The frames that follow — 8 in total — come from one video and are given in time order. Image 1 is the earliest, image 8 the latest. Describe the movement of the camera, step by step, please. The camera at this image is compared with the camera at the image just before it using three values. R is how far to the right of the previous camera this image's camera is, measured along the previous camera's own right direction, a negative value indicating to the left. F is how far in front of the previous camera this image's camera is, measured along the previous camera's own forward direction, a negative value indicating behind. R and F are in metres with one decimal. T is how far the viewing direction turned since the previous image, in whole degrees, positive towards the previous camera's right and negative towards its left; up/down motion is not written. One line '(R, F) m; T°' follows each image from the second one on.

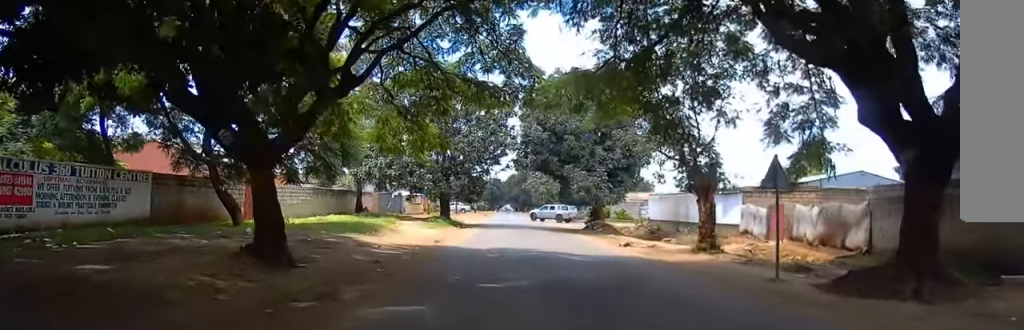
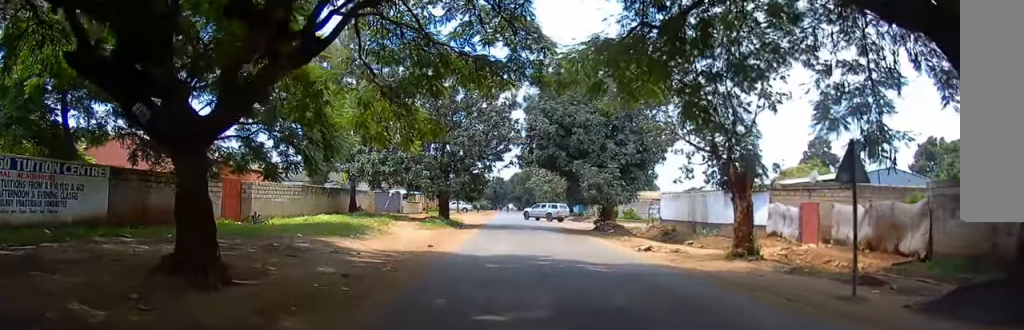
(0.0, +3.2) m; 0°
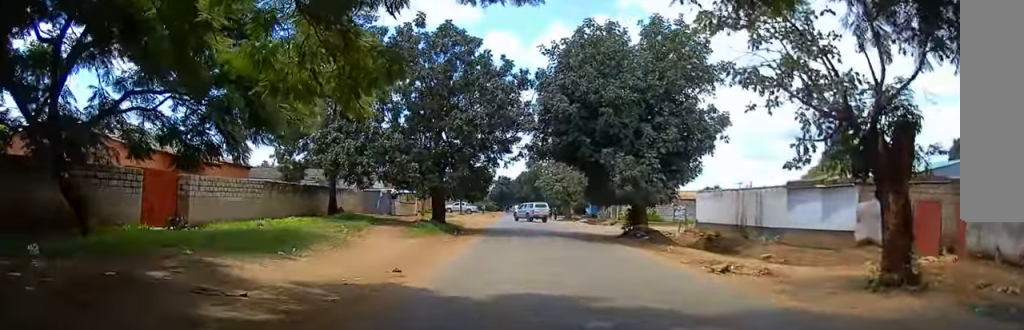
(+0.2, +7.9) m; +1°
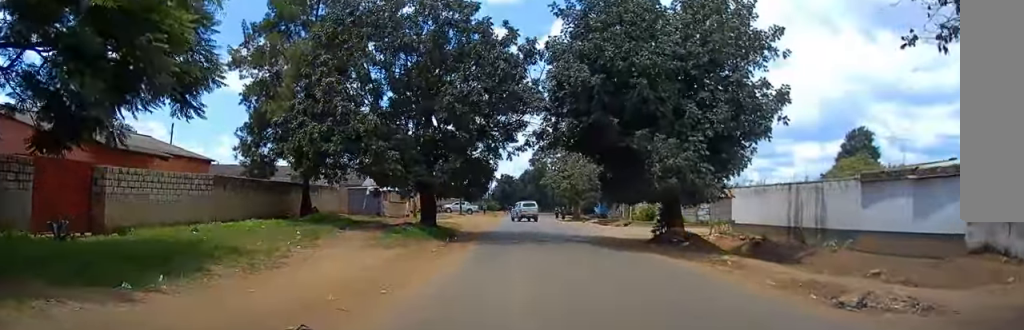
(-0.1, +6.4) m; 0°
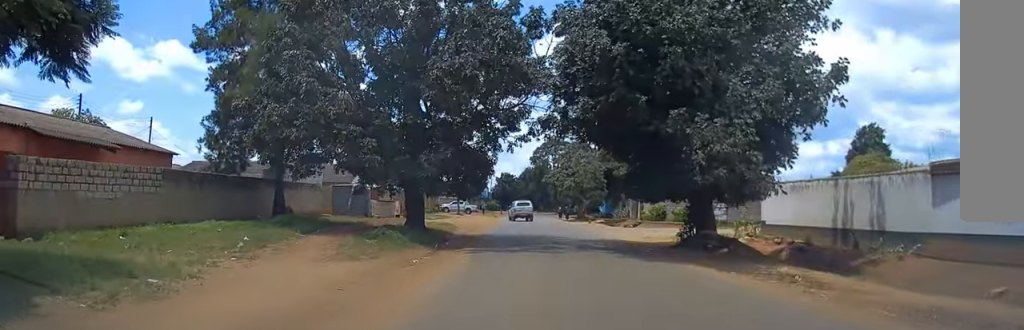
(+0.1, +4.5) m; +1°
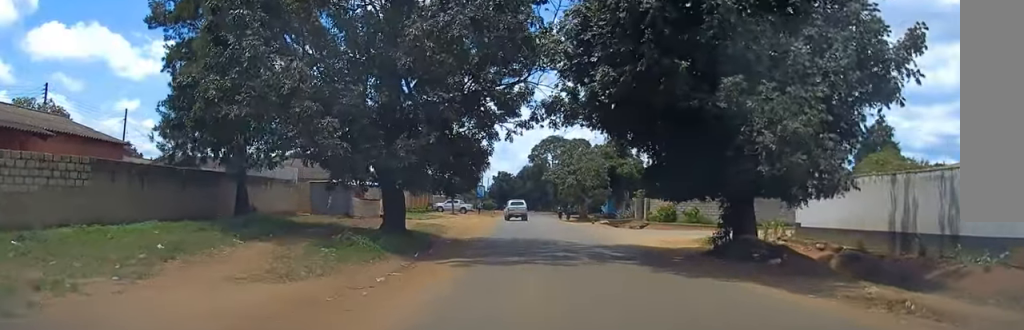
(0.0, +4.6) m; +1°
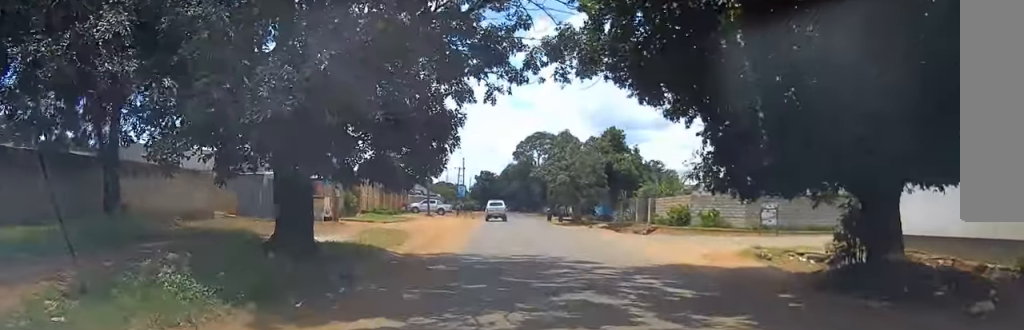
(+0.2, +8.5) m; +1°
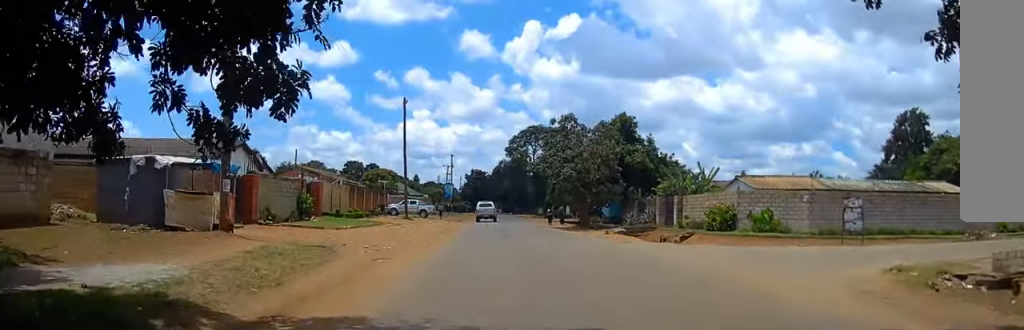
(0.0, +10.9) m; 0°
